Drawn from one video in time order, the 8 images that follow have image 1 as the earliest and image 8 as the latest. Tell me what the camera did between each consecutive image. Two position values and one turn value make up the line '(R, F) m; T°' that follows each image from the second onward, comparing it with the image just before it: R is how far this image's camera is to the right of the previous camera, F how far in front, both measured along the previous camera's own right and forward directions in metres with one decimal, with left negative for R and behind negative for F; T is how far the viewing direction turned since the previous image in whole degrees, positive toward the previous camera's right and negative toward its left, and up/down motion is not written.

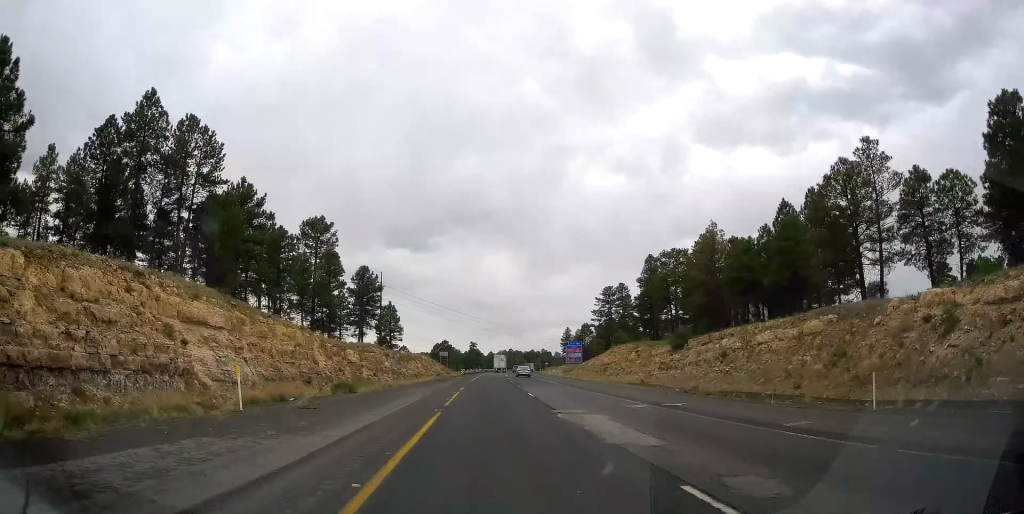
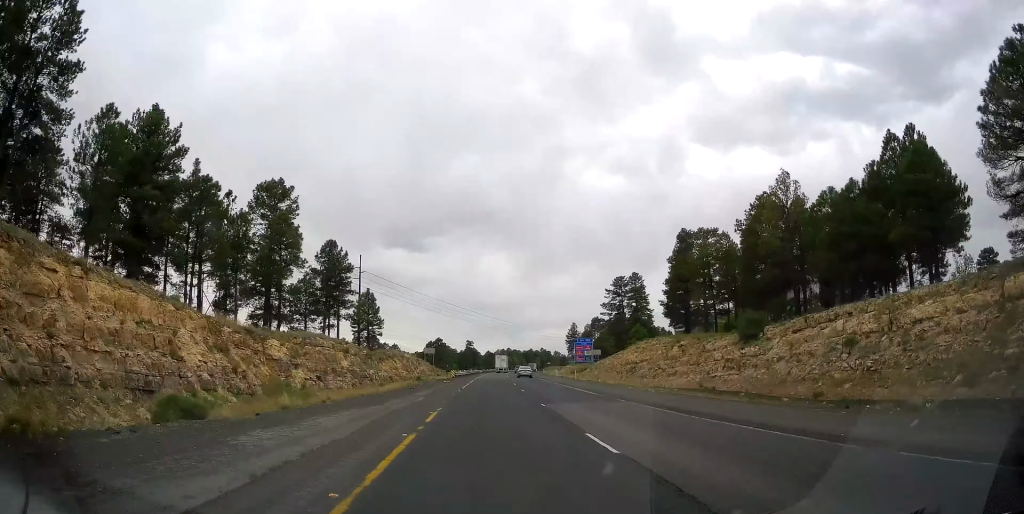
(0.0, +18.5) m; 0°
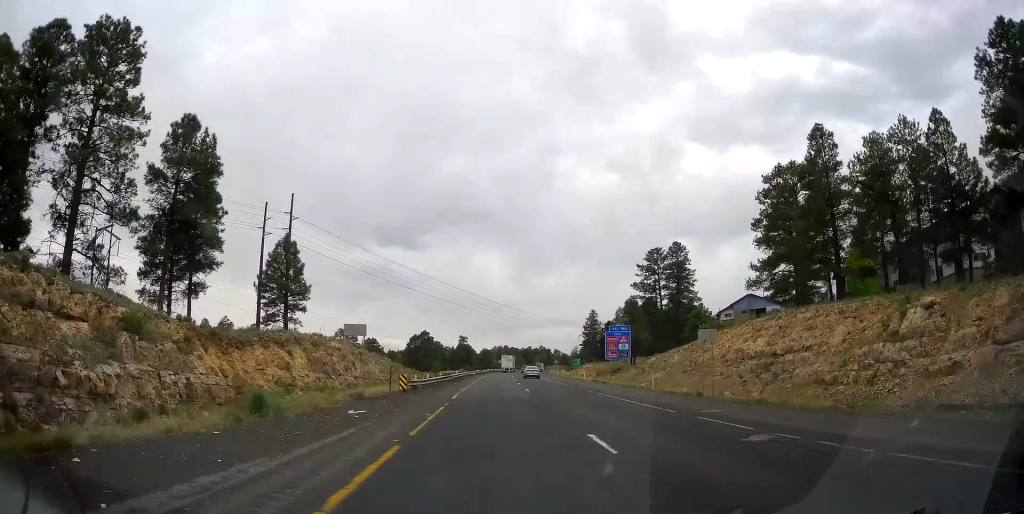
(+0.2, +36.9) m; +1°
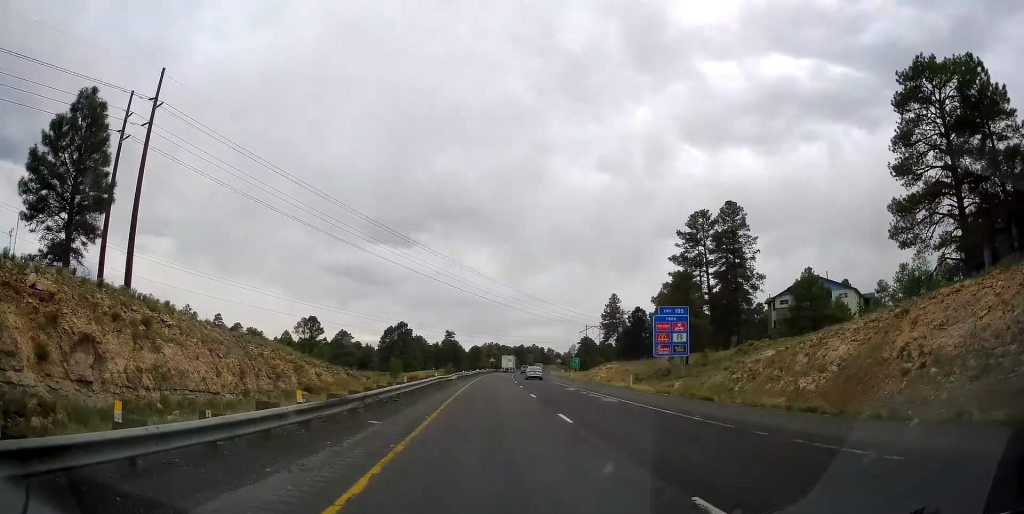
(+0.2, +30.9) m; +1°
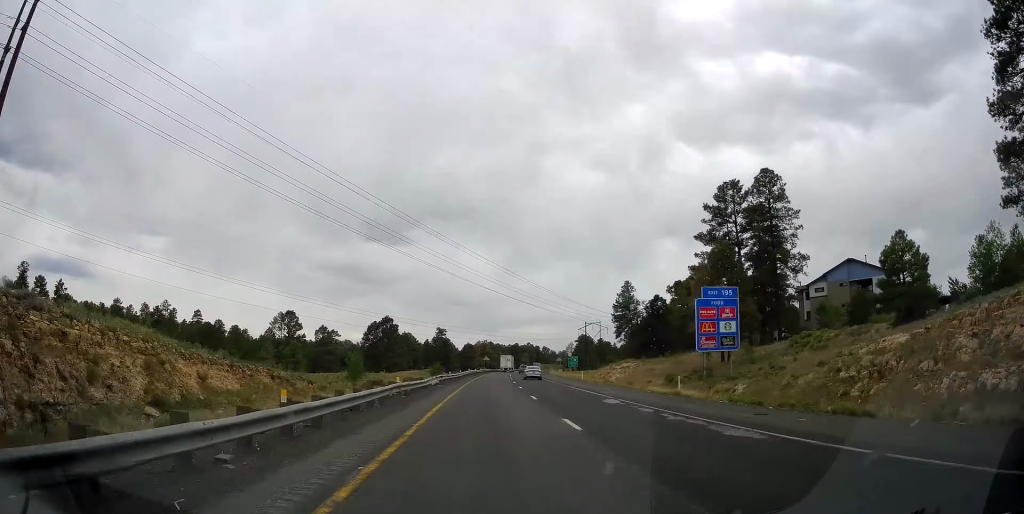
(-0.1, +14.4) m; 0°
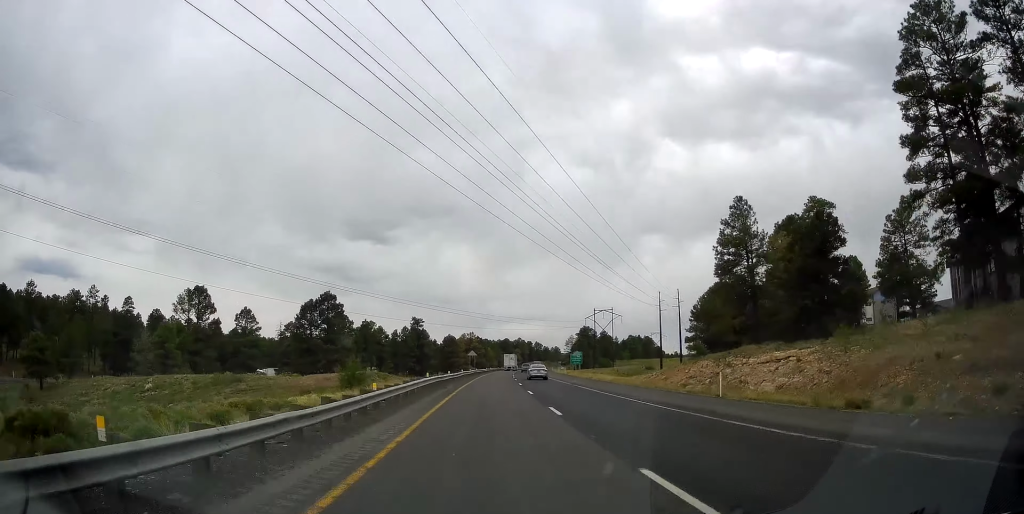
(+0.7, +45.5) m; +2°
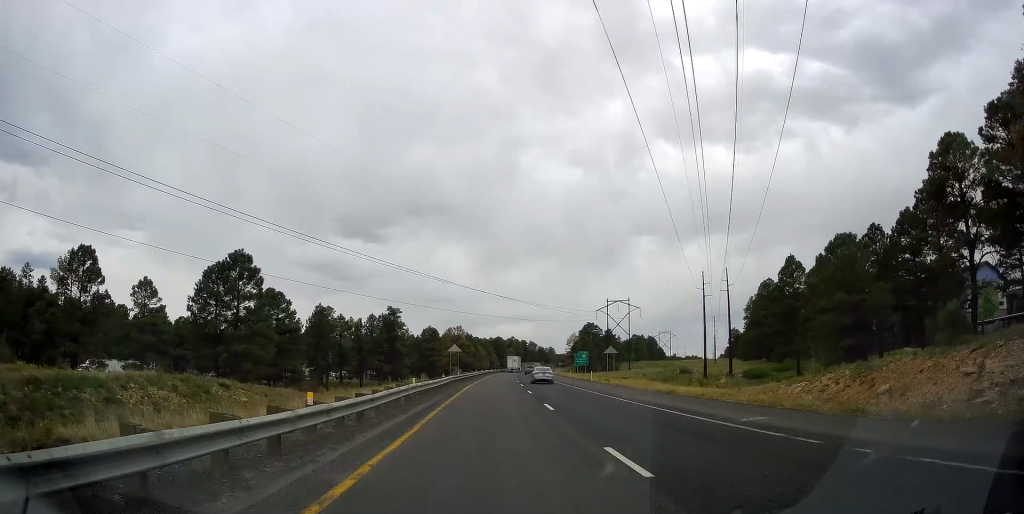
(+0.2, +34.0) m; +1°
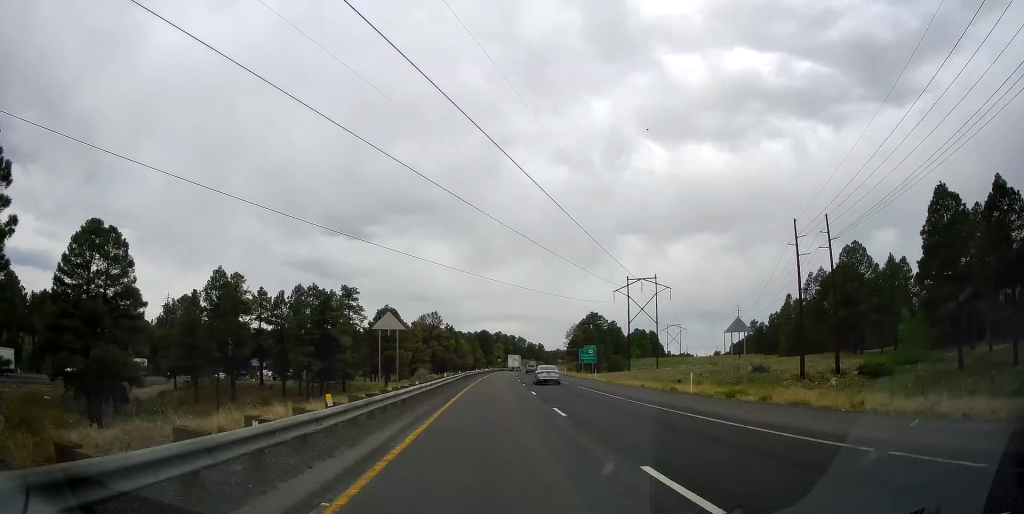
(+0.6, +39.1) m; +1°
